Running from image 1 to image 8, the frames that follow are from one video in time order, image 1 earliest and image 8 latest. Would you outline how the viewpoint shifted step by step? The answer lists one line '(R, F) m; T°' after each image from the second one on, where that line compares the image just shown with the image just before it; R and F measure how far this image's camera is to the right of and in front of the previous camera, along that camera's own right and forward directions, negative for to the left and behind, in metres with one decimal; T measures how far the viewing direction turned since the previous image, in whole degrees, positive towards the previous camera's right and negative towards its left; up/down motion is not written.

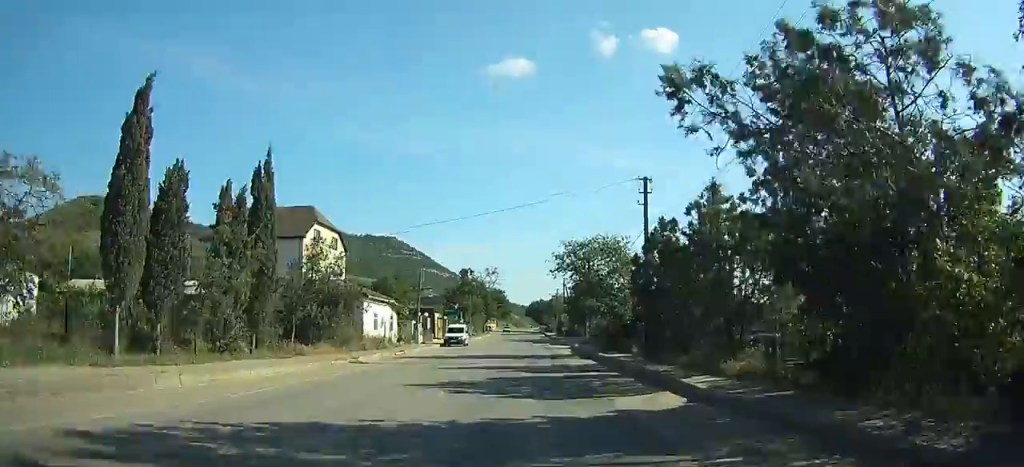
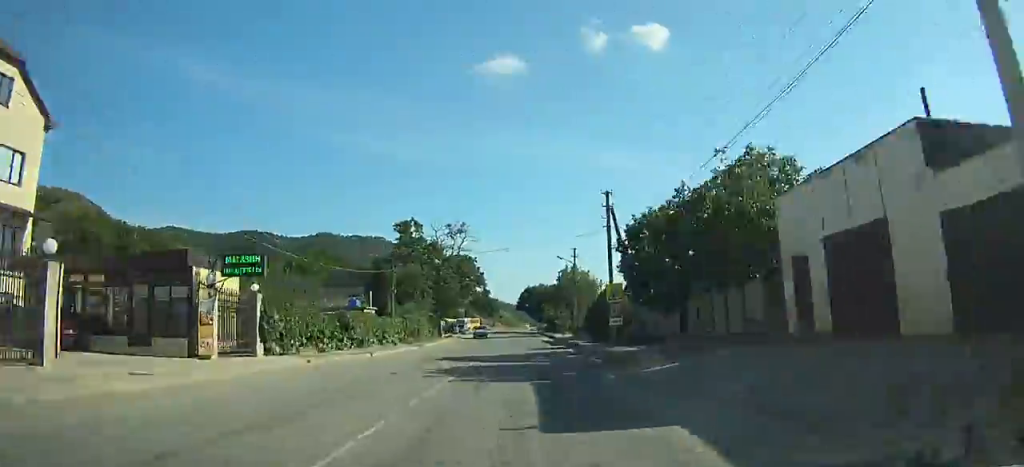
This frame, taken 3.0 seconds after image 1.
(+1.5, +47.5) m; +1°
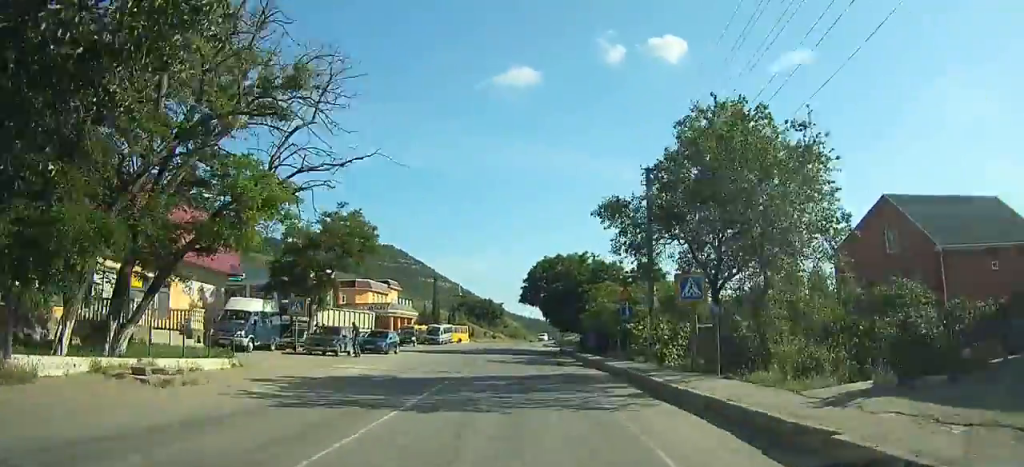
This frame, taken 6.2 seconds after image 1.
(-0.7, +50.1) m; -2°
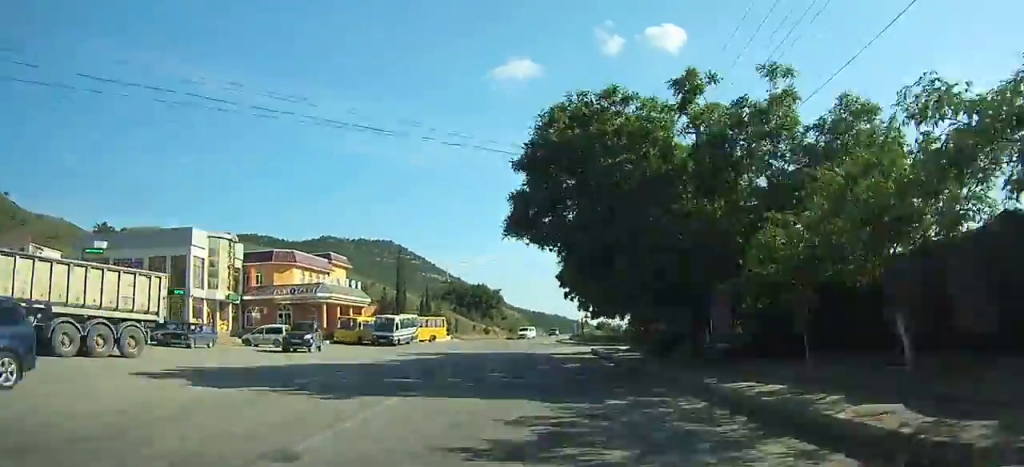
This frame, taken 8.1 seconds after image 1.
(-0.4, +29.6) m; 0°
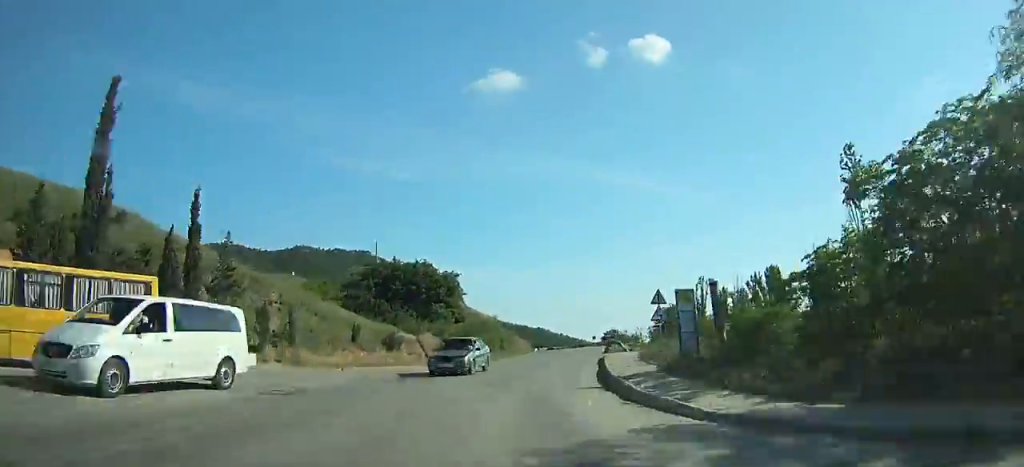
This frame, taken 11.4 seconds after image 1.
(+0.6, +52.6) m; +2°
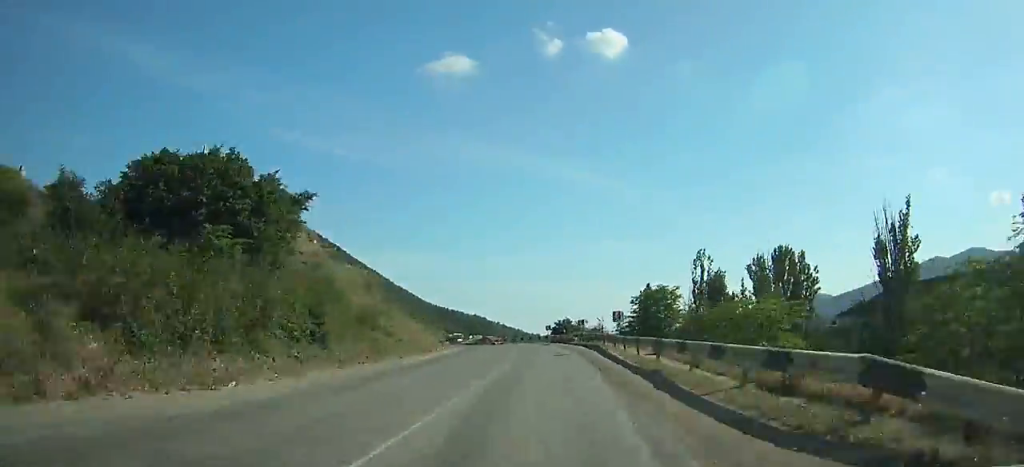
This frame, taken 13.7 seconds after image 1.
(+0.5, +37.8) m; +1°
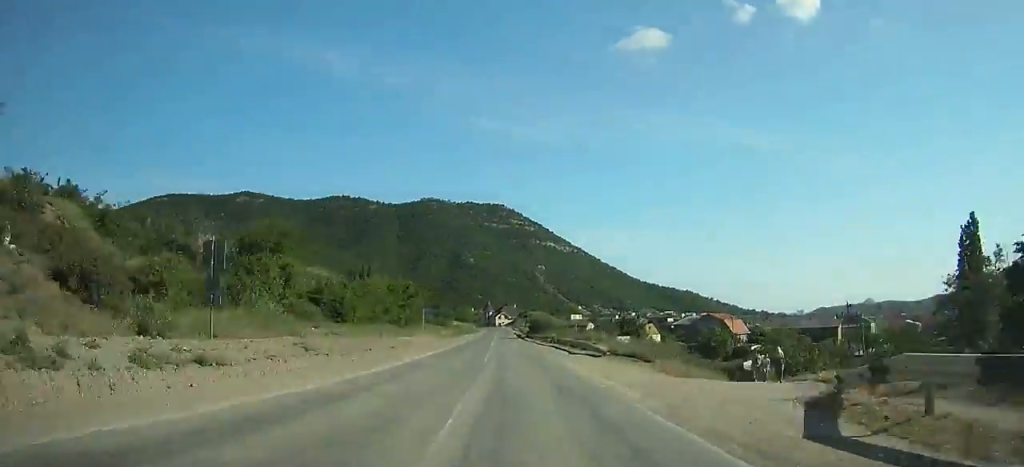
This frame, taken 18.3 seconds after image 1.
(-5.4, +72.7) m; -12°
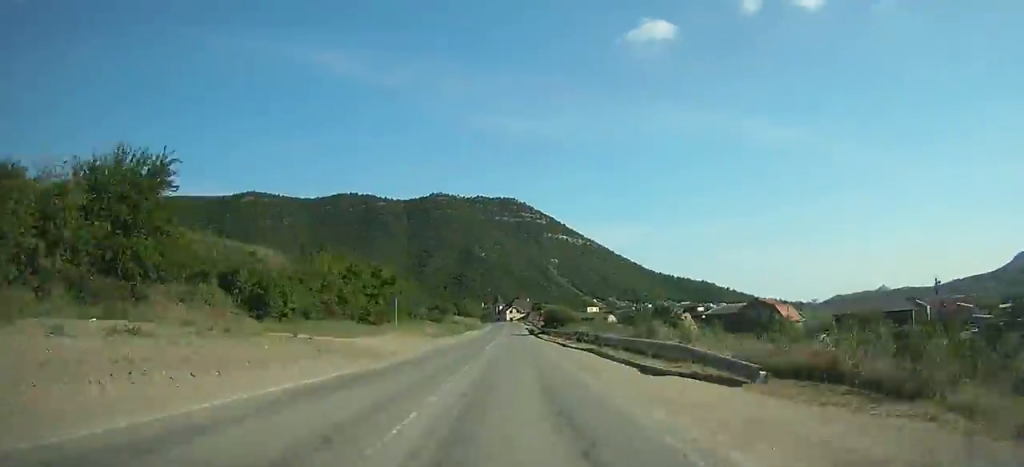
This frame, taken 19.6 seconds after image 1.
(-0.5, +20.2) m; -4°
